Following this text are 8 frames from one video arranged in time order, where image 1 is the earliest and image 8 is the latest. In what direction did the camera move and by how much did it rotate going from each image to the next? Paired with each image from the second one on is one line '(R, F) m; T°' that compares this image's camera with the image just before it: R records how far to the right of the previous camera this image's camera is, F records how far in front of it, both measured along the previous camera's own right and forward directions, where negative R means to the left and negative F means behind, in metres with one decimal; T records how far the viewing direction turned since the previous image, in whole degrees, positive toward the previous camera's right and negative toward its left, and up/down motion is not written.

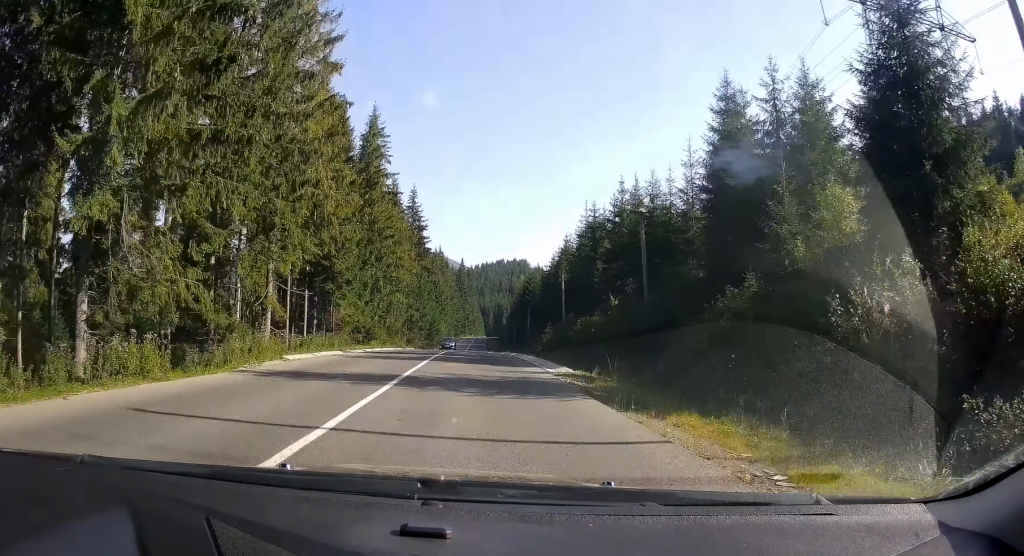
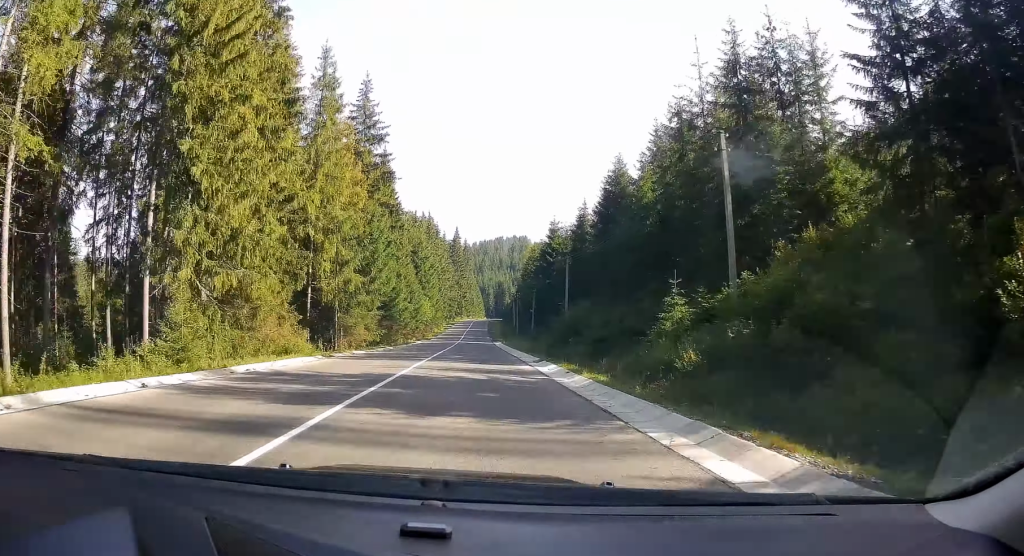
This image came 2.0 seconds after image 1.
(-0.1, +43.1) m; 0°
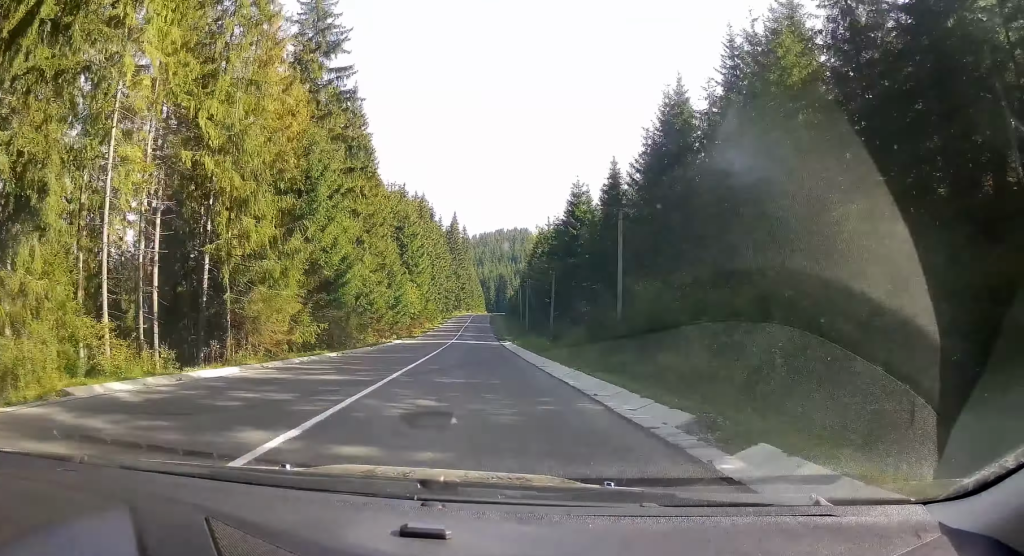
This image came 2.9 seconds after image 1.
(0.0, +20.3) m; 0°
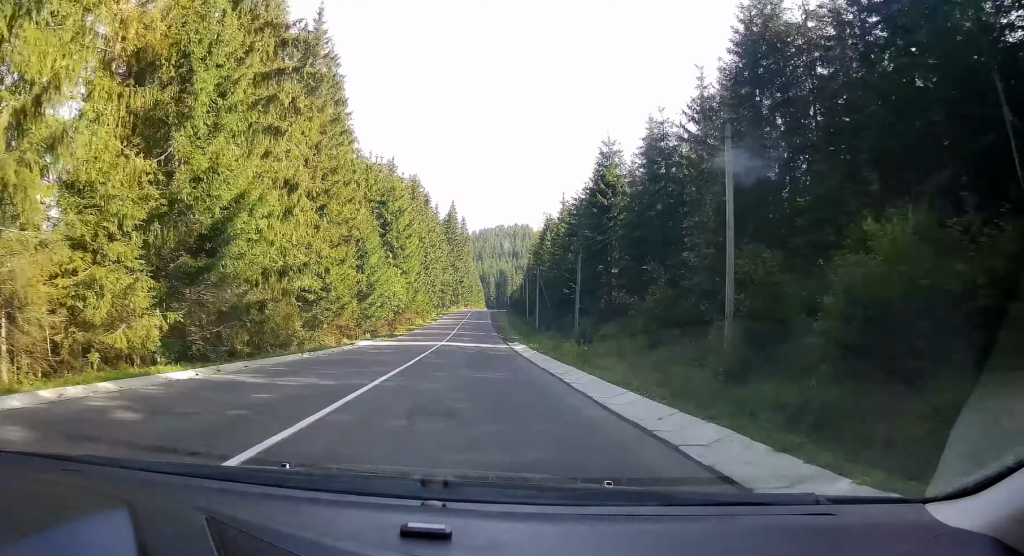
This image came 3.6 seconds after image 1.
(0.0, +16.0) m; -1°
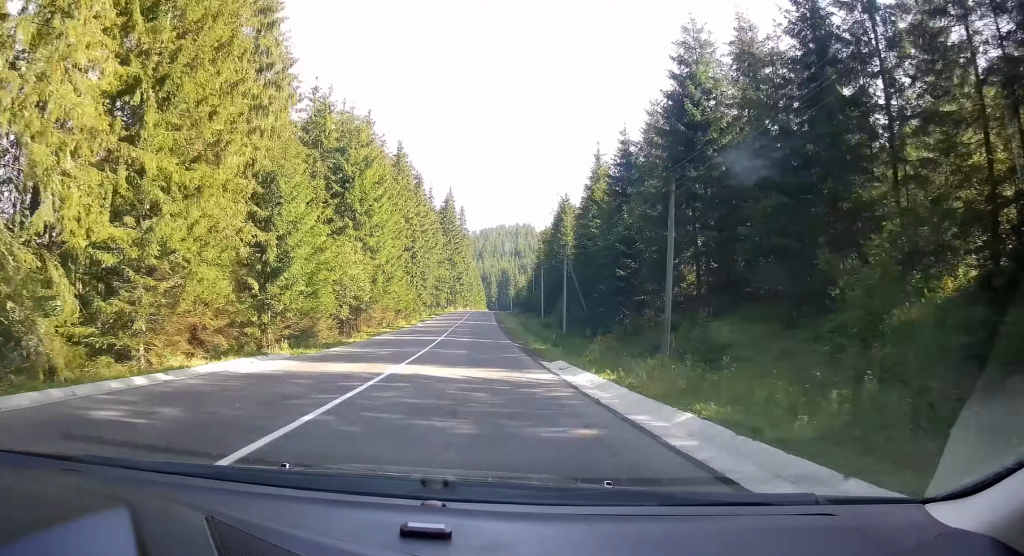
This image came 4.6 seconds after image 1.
(-0.3, +22.1) m; 0°
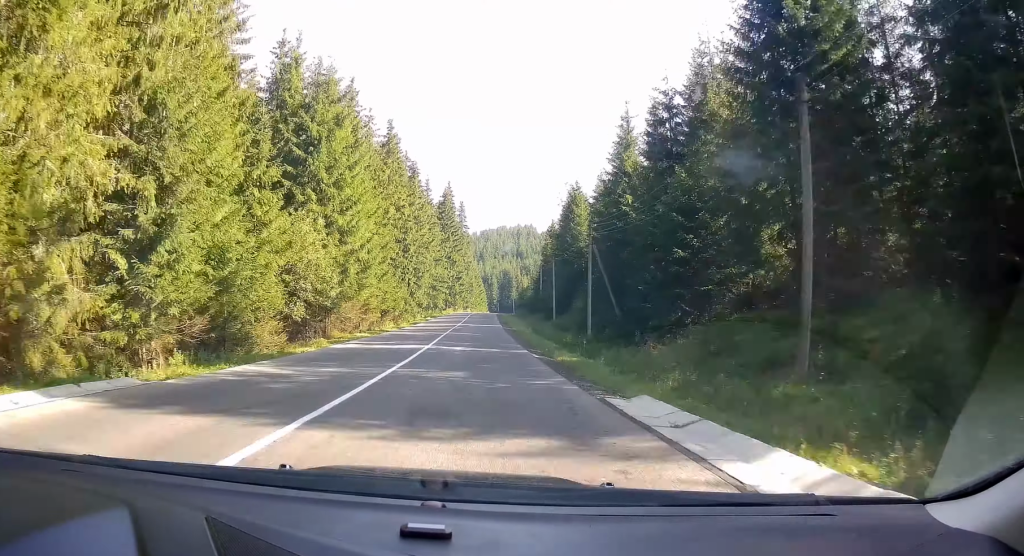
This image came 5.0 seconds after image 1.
(-0.4, +10.6) m; 0°
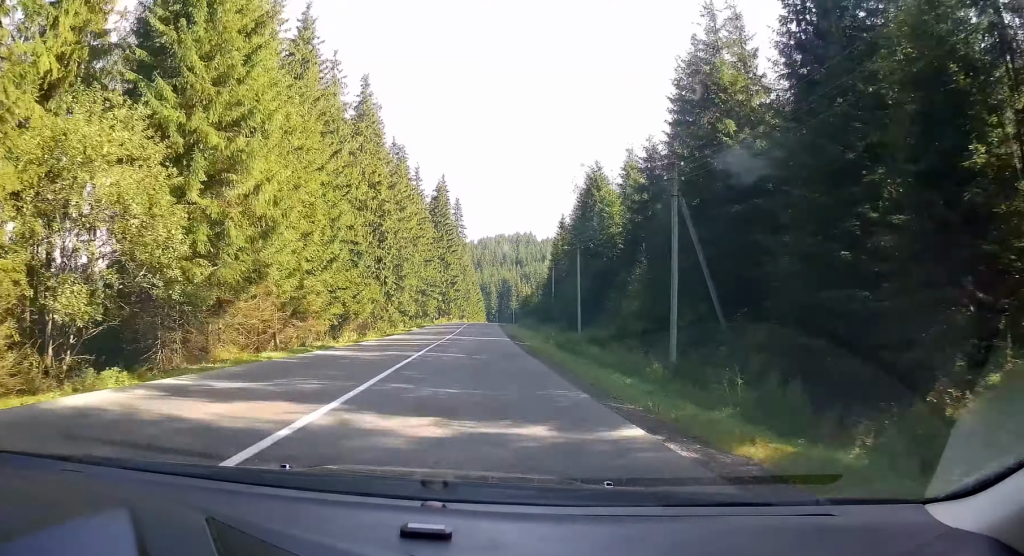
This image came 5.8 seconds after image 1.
(+0.7, +18.5) m; +2°
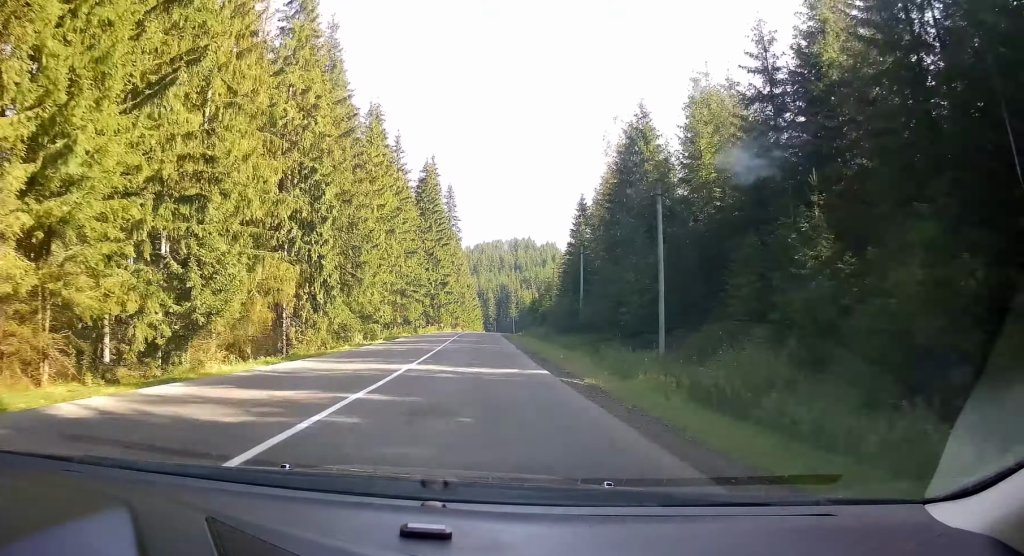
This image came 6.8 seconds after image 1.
(+0.2, +23.3) m; +1°
